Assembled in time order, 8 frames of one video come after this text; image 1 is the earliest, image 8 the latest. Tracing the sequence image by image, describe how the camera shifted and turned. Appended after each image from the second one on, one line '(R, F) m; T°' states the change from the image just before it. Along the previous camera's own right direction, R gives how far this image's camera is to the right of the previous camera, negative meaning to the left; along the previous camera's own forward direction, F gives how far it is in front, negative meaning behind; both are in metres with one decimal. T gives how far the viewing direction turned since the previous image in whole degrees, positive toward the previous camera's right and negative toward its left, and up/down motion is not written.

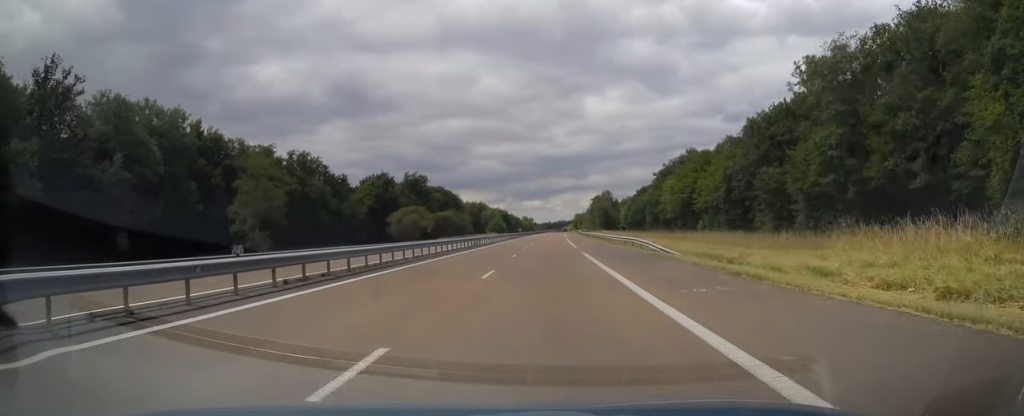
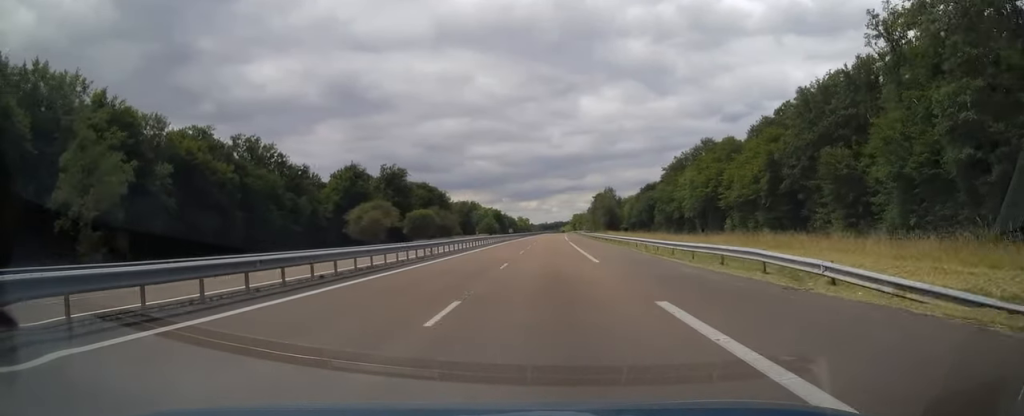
(+0.2, +21.5) m; 0°
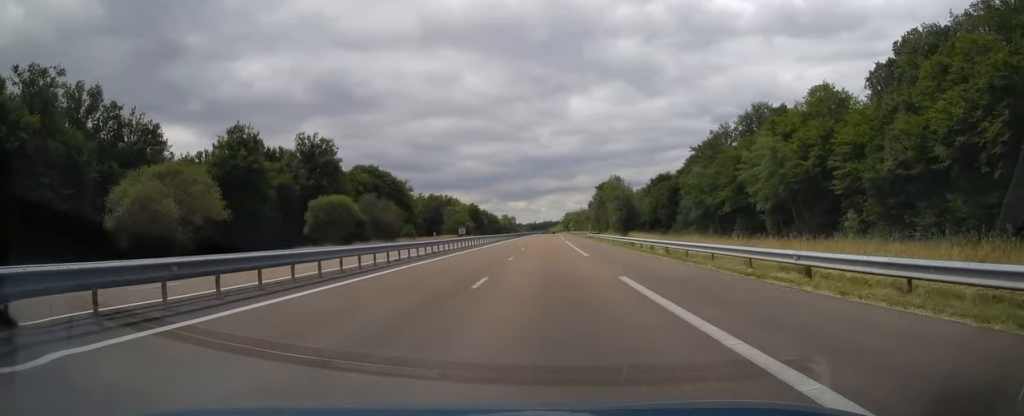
(+0.1, +47.2) m; +1°
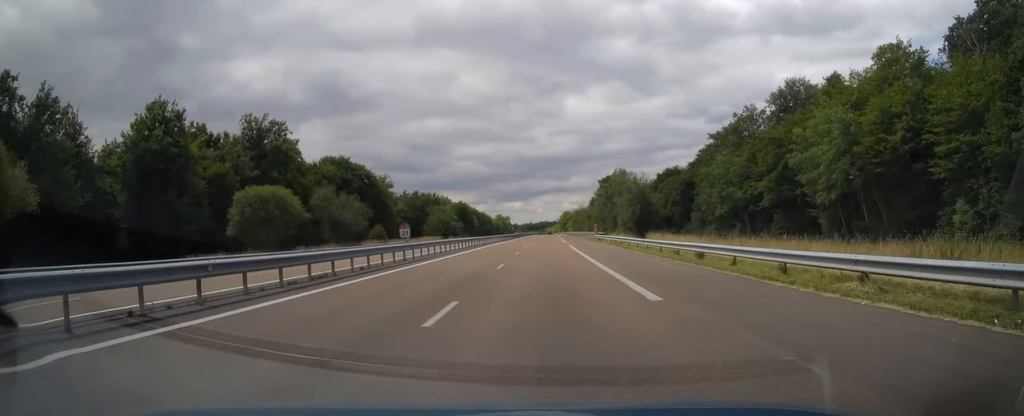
(+0.1, +18.7) m; +1°
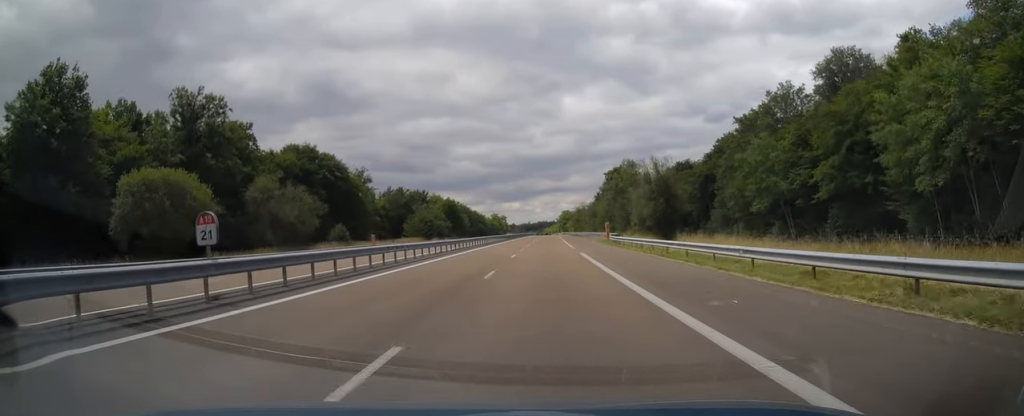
(+0.1, +17.6) m; 0°
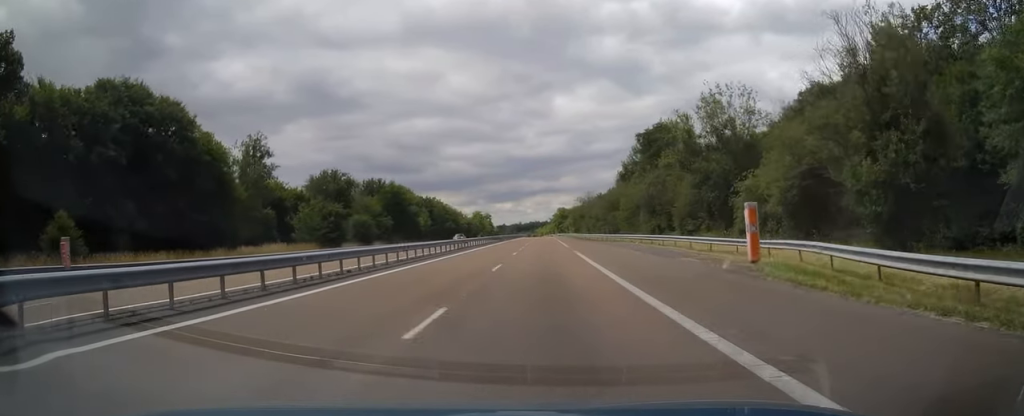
(+0.2, +48.9) m; +1°
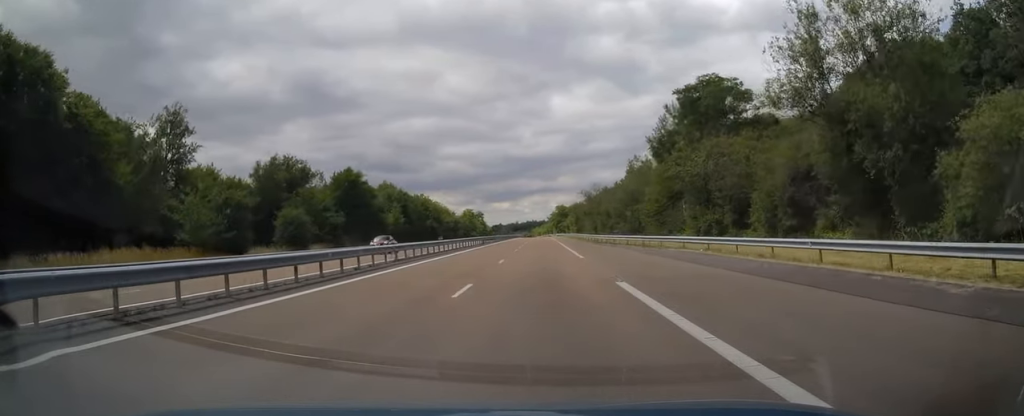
(0.0, +21.5) m; +1°
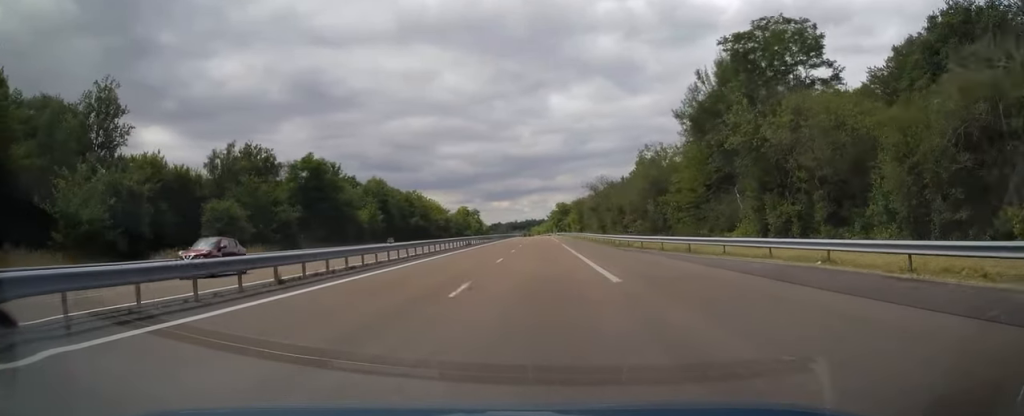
(+0.1, +13.2) m; 0°
